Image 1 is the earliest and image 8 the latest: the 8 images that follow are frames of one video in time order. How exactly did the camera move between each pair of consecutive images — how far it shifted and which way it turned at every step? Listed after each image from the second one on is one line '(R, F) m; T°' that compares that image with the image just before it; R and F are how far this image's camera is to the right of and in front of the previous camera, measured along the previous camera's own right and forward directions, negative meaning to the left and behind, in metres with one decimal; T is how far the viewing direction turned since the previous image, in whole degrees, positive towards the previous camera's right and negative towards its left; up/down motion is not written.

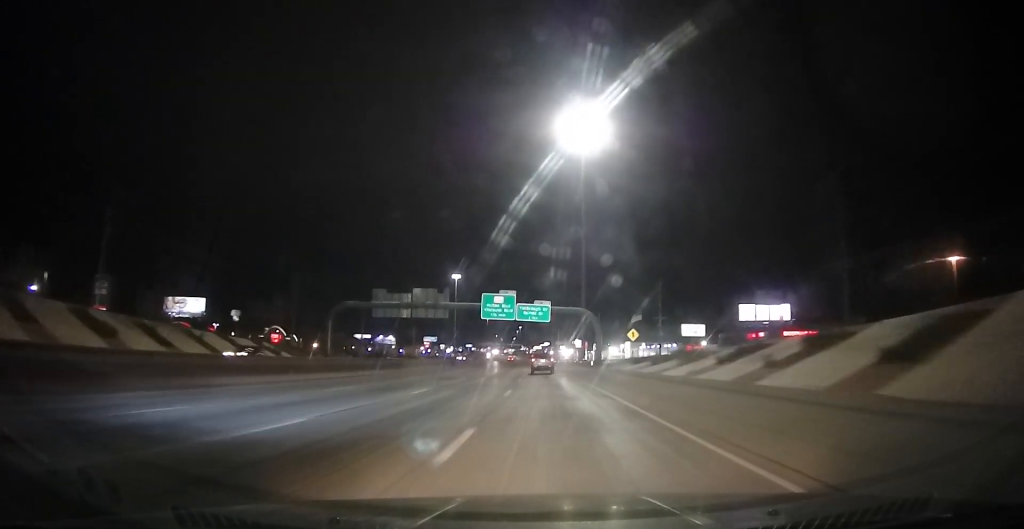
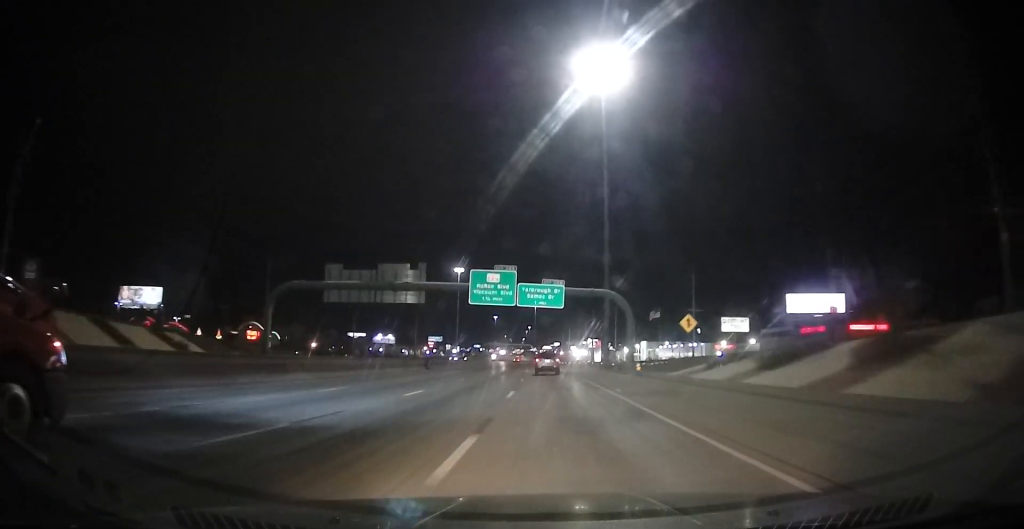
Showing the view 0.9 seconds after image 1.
(-0.1, +25.3) m; -1°
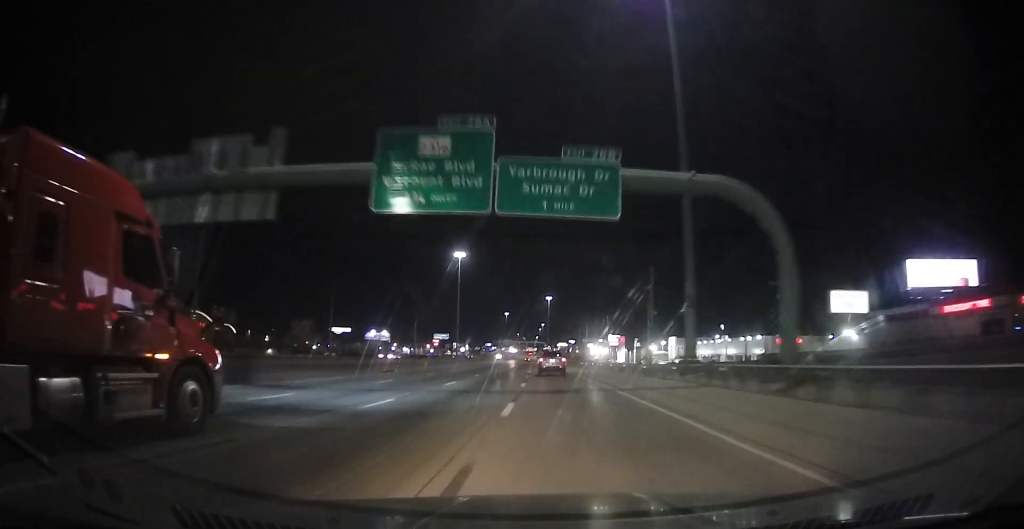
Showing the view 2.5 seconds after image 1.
(-0.6, +42.6) m; -2°
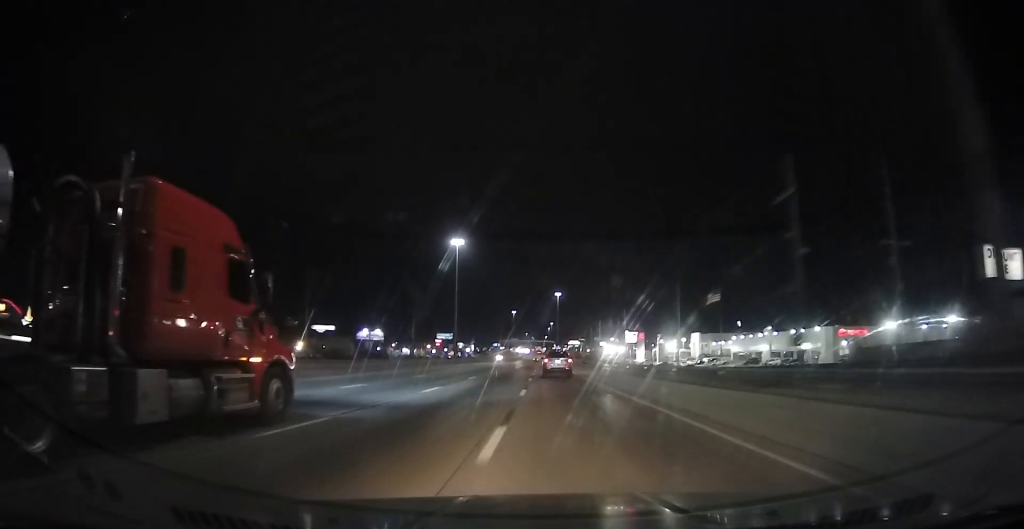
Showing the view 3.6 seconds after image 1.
(-0.3, +29.9) m; 0°
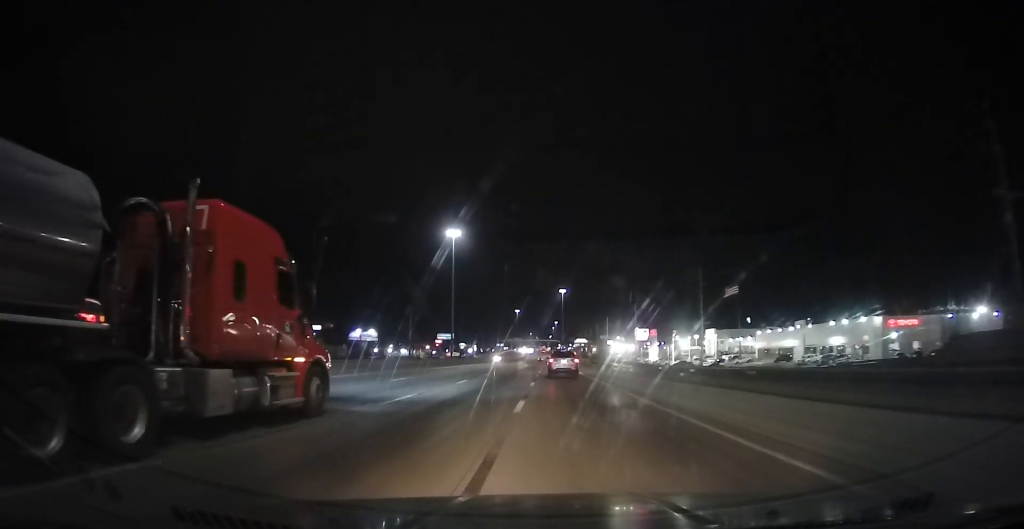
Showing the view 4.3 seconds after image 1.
(+0.3, +18.2) m; 0°
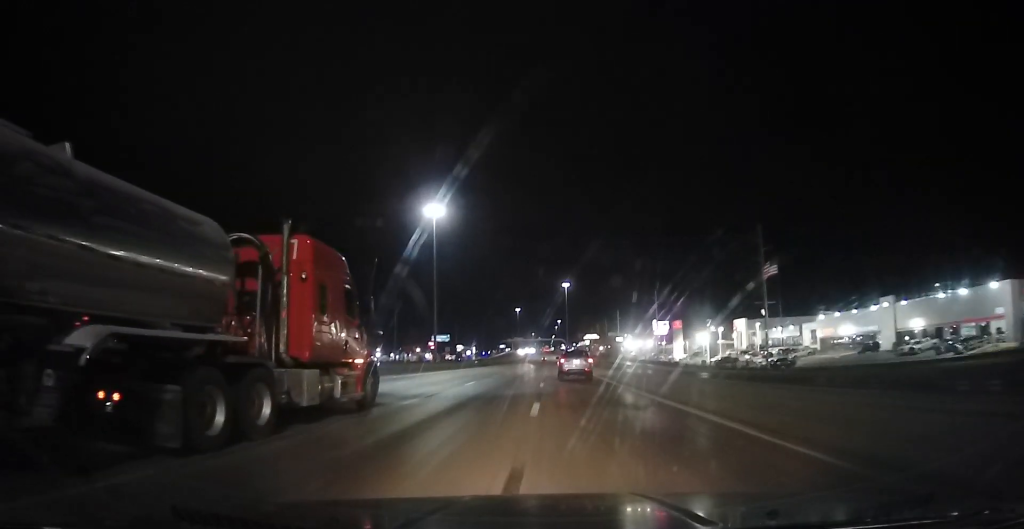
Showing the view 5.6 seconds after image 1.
(-0.7, +37.1) m; -1°
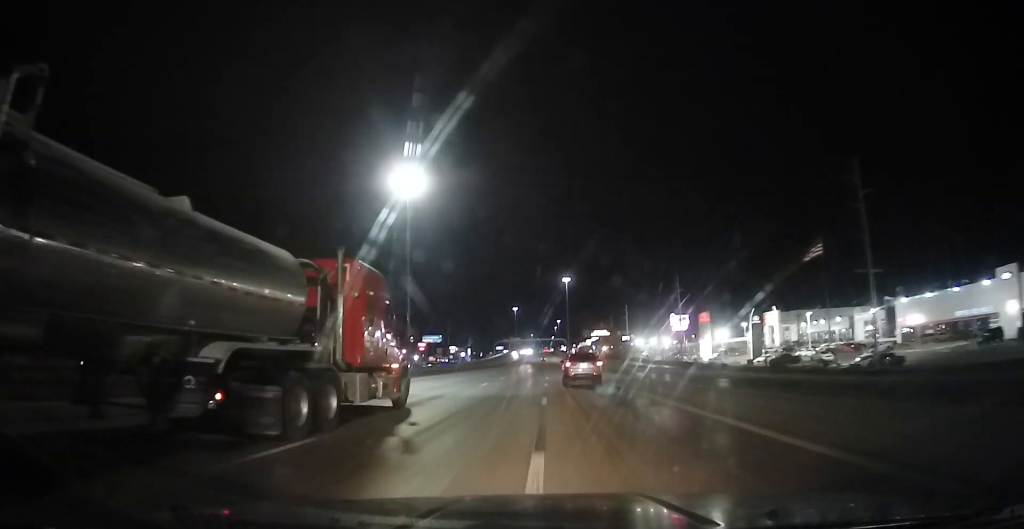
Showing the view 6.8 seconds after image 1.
(0.0, +32.3) m; 0°
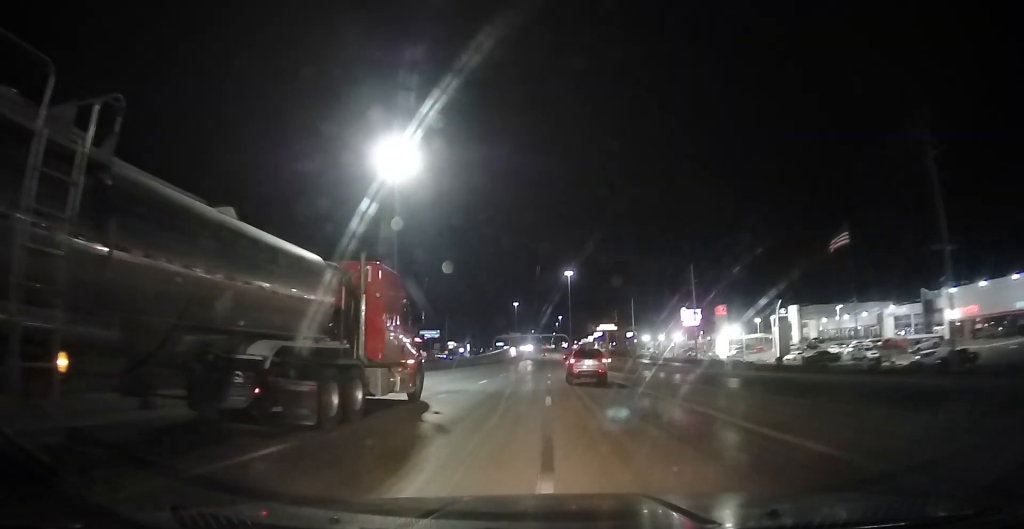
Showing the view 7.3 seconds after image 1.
(-0.3, +13.4) m; 0°
